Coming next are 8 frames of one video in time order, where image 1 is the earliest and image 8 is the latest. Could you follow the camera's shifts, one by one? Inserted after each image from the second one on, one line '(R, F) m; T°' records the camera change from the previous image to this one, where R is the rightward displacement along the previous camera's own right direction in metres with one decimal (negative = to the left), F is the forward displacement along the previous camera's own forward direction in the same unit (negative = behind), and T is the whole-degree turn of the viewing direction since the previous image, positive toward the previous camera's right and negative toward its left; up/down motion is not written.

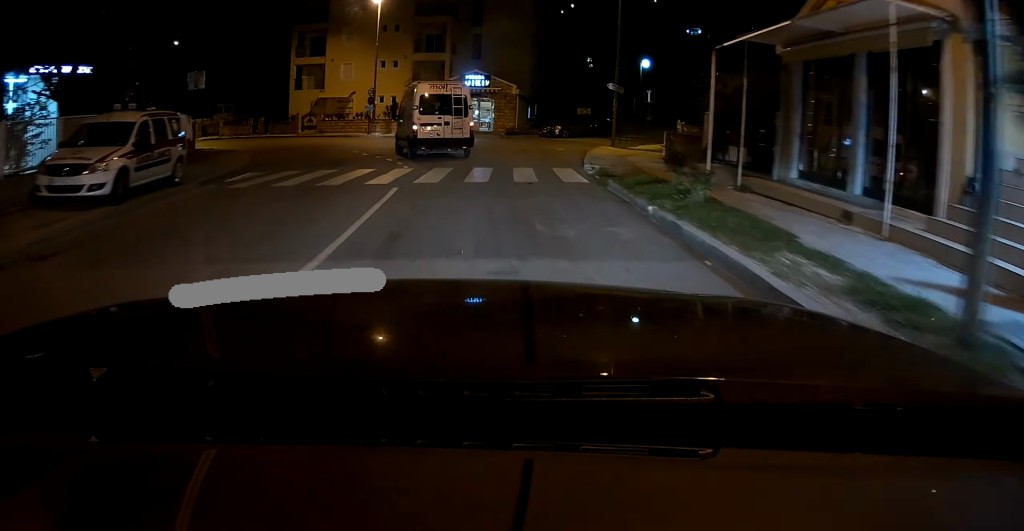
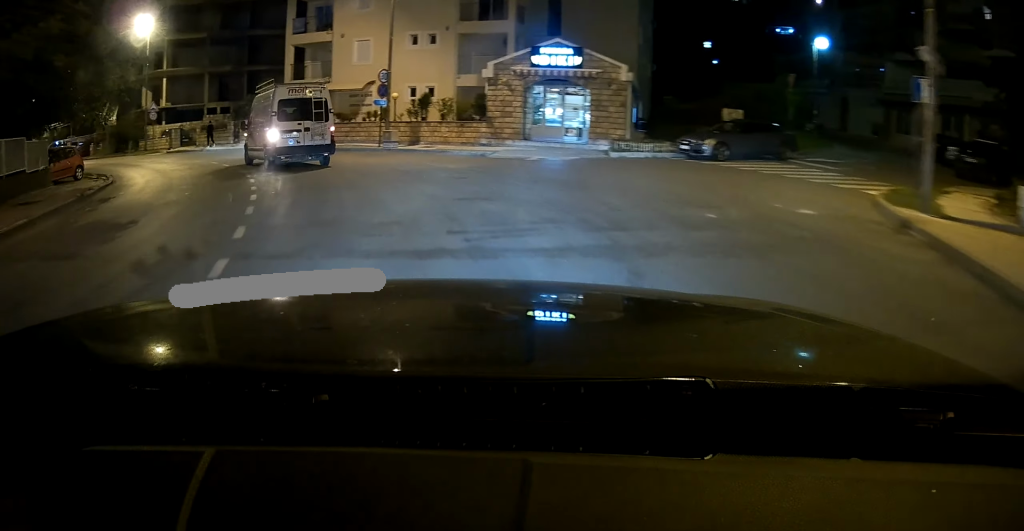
(-2.0, +17.7) m; -13°
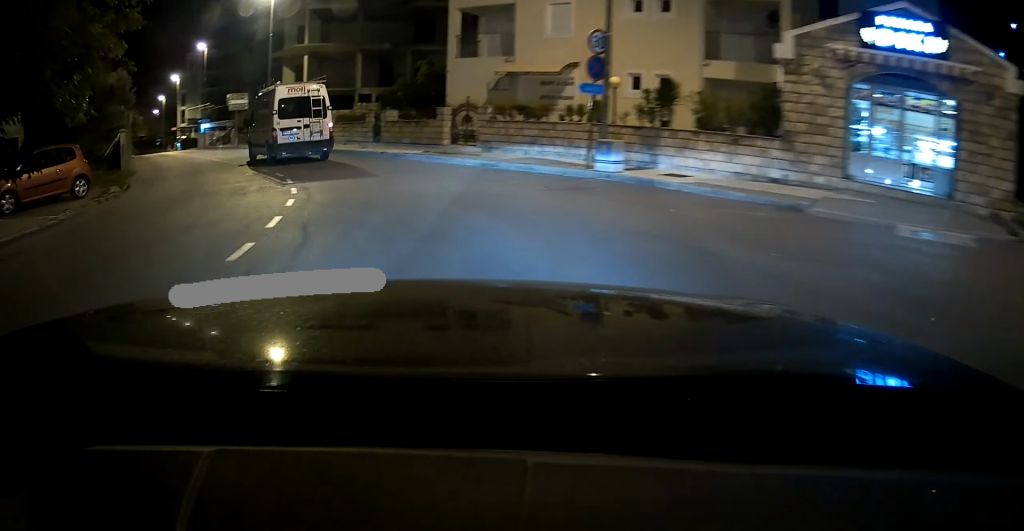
(-0.8, +12.2) m; -15°
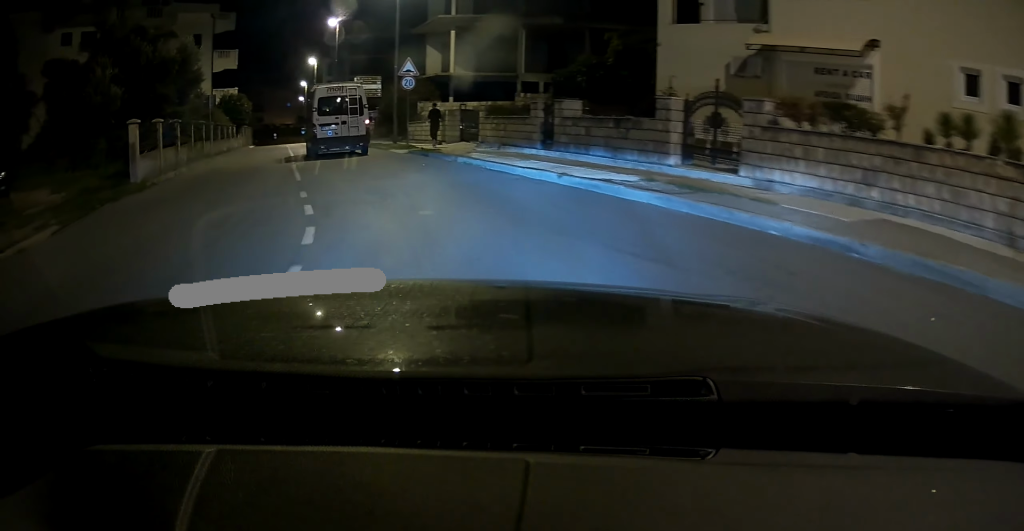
(-2.2, +10.5) m; -19°
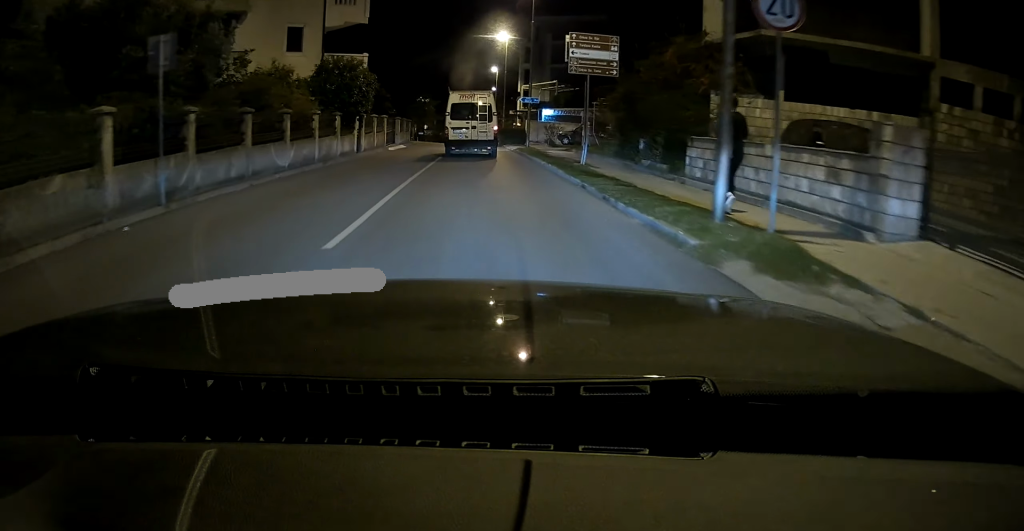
(-4.1, +19.6) m; -12°
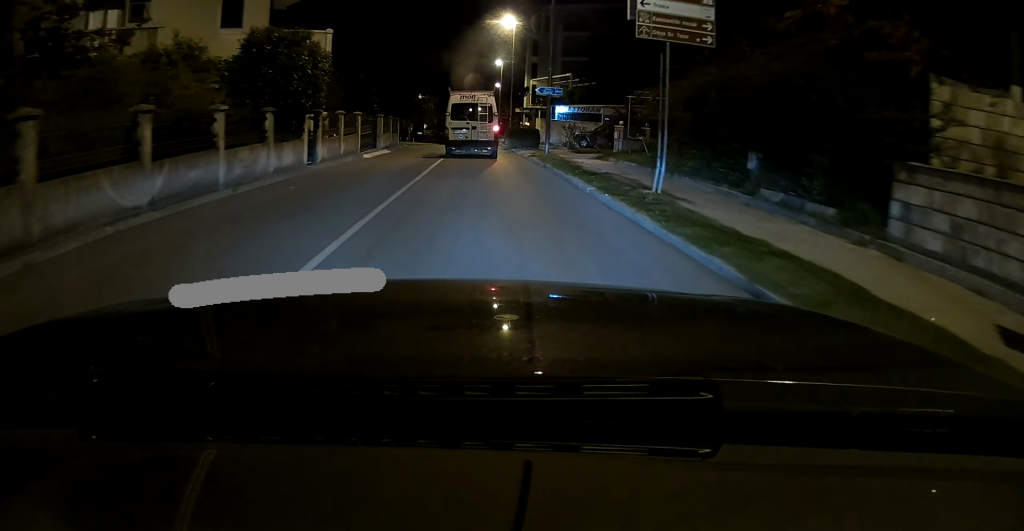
(+0.1, +7.7) m; +2°
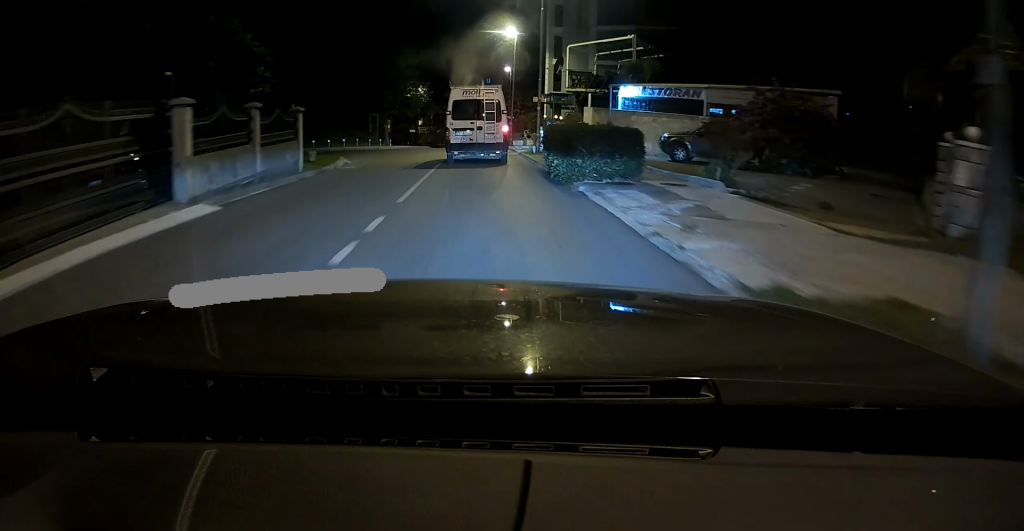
(+0.4, +20.1) m; 0°
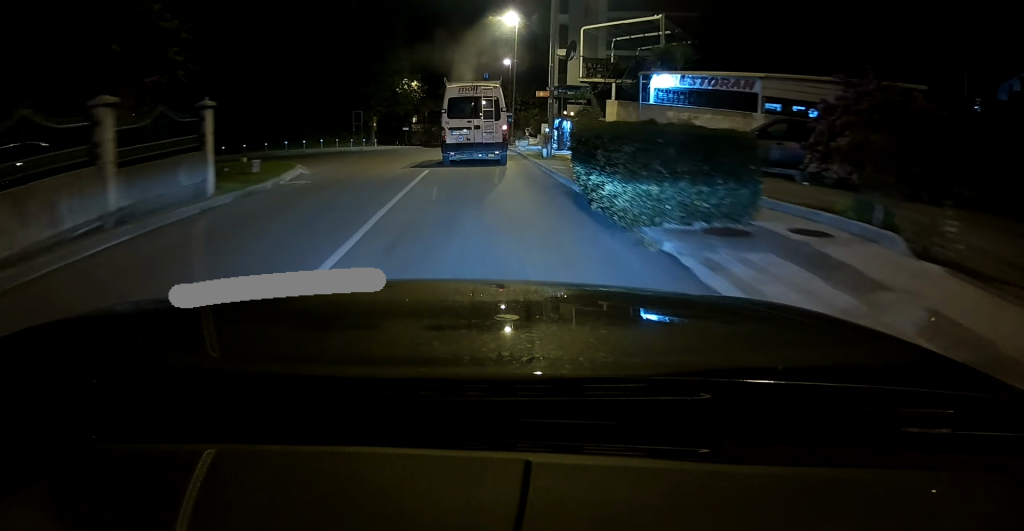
(-0.1, +5.5) m; -1°
